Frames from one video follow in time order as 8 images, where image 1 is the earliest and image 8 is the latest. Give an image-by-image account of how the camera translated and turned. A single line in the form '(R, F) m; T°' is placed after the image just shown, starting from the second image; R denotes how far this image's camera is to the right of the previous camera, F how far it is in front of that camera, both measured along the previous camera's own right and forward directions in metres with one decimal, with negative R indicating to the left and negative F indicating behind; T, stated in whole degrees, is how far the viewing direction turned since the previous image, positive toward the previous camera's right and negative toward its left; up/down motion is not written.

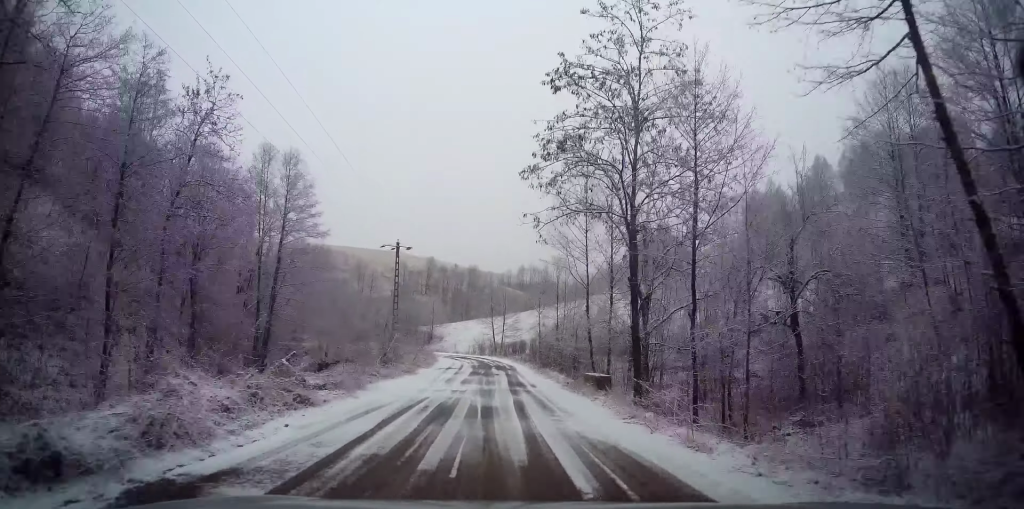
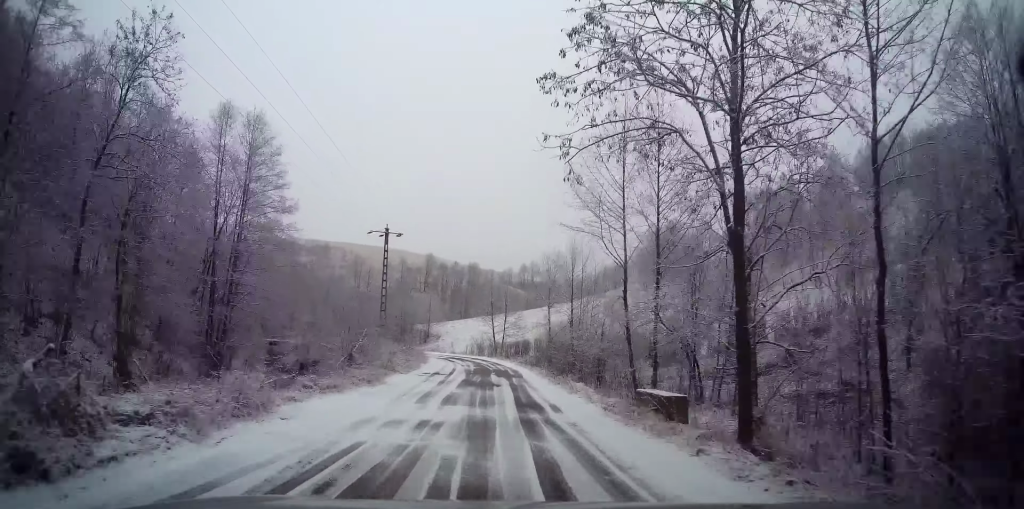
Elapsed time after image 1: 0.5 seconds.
(0.0, +6.7) m; 0°
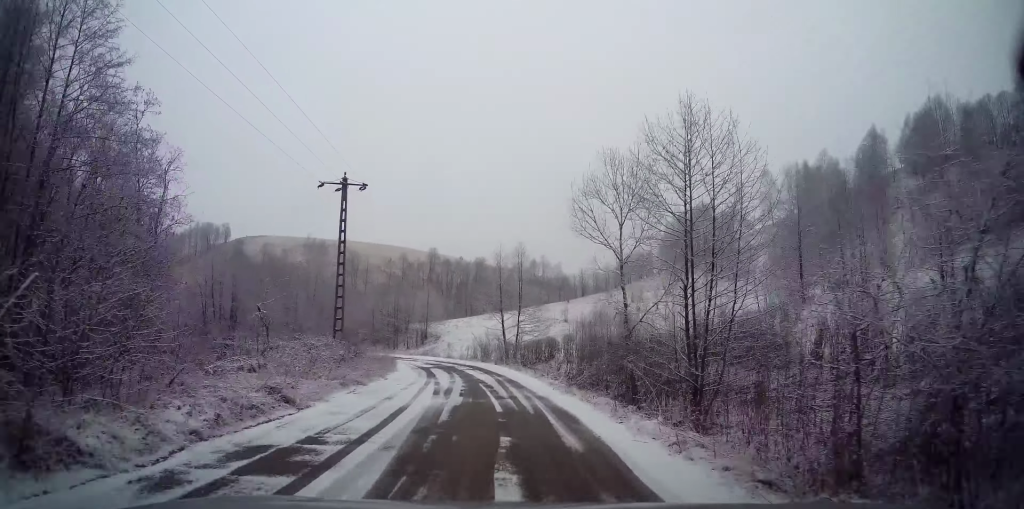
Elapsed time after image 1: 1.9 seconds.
(-0.1, +17.1) m; 0°
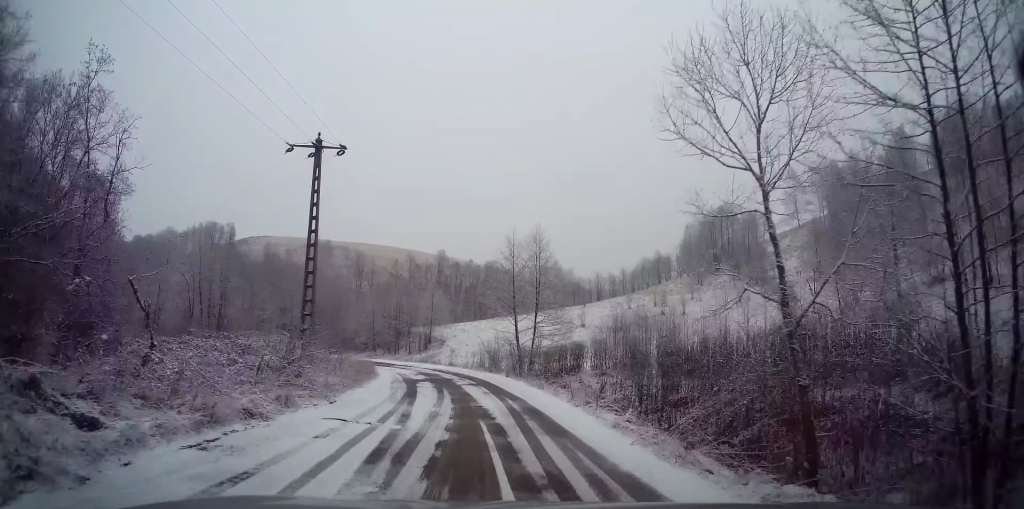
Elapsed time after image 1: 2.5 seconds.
(0.0, +7.8) m; -1°
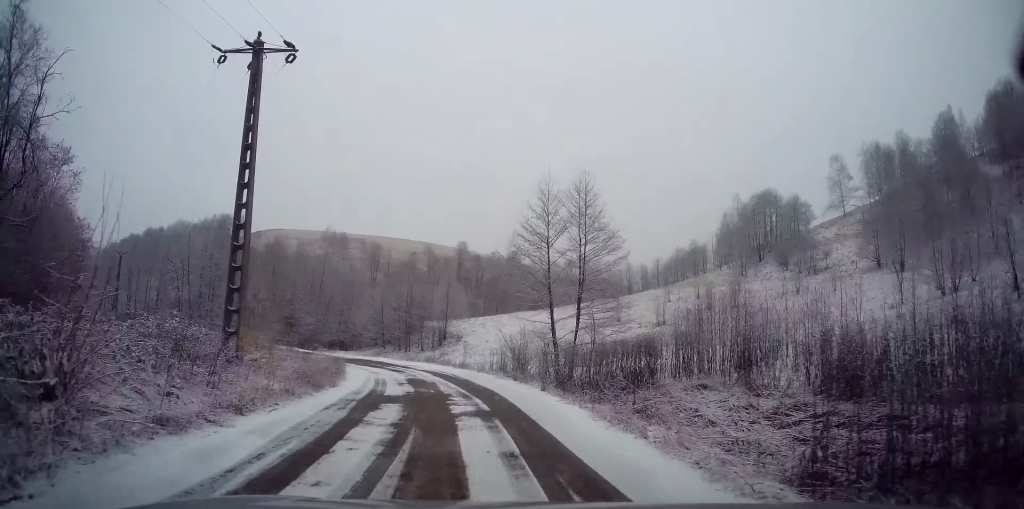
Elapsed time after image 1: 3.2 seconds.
(+0.1, +10.0) m; -2°
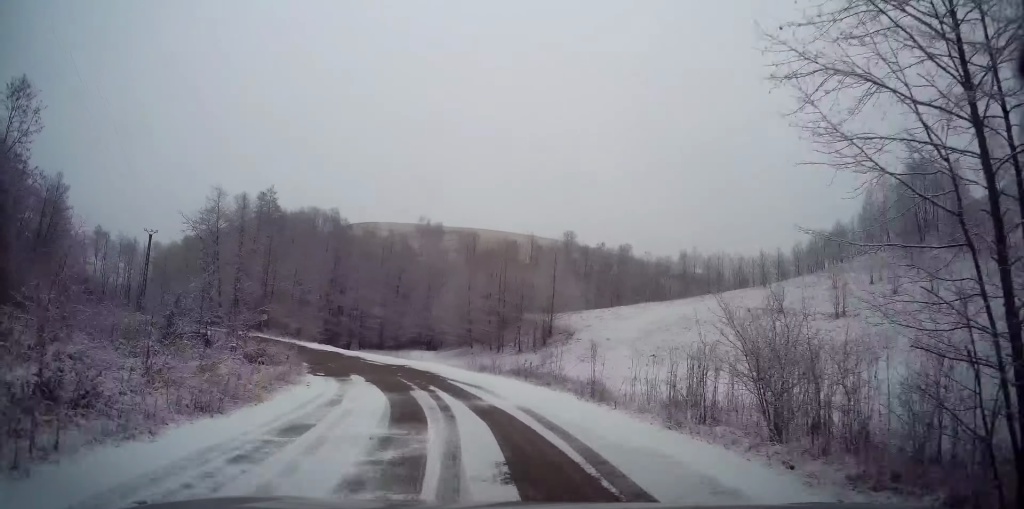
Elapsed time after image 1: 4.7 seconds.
(-1.3, +18.6) m; -8°
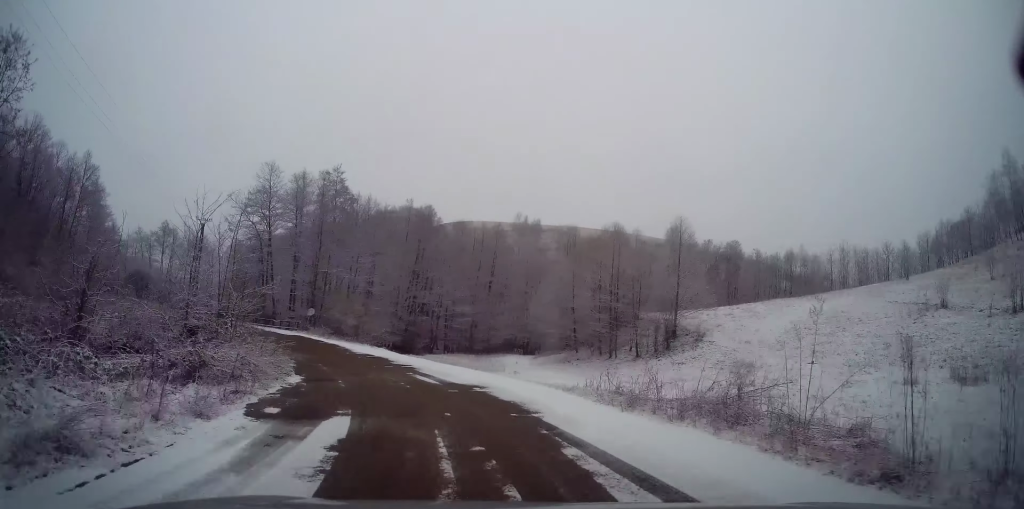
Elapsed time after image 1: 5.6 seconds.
(-0.6, +11.0) m; -9°
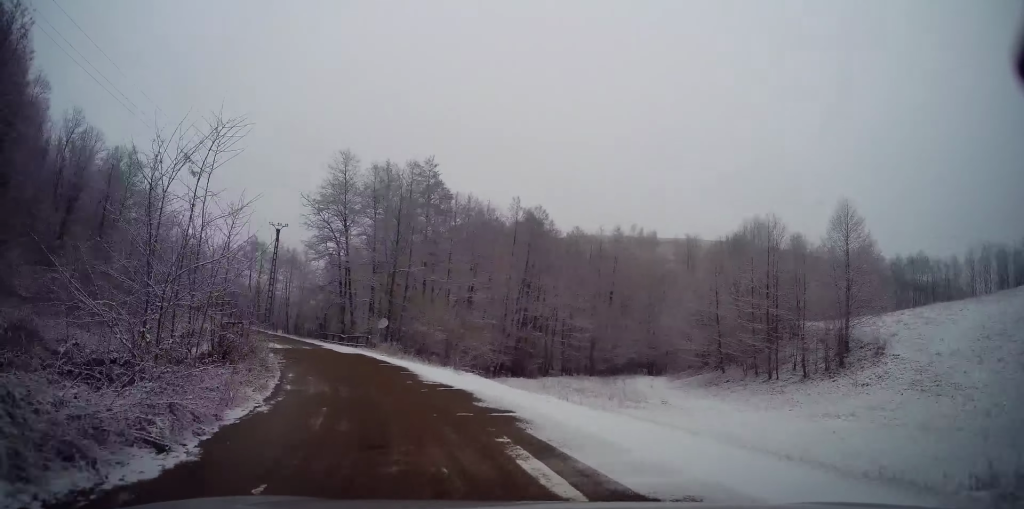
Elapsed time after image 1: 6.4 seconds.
(-0.8, +9.8) m; -12°
